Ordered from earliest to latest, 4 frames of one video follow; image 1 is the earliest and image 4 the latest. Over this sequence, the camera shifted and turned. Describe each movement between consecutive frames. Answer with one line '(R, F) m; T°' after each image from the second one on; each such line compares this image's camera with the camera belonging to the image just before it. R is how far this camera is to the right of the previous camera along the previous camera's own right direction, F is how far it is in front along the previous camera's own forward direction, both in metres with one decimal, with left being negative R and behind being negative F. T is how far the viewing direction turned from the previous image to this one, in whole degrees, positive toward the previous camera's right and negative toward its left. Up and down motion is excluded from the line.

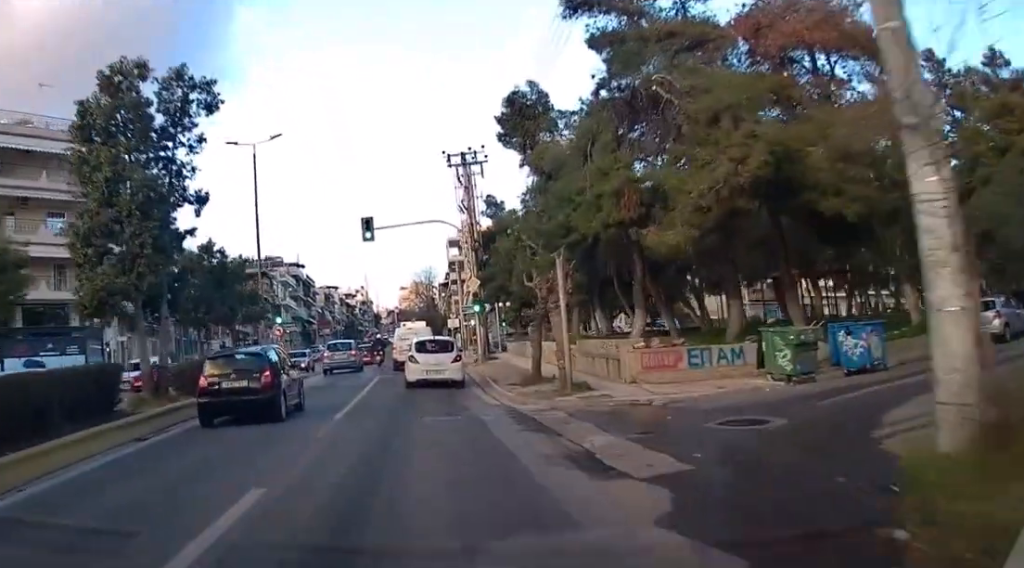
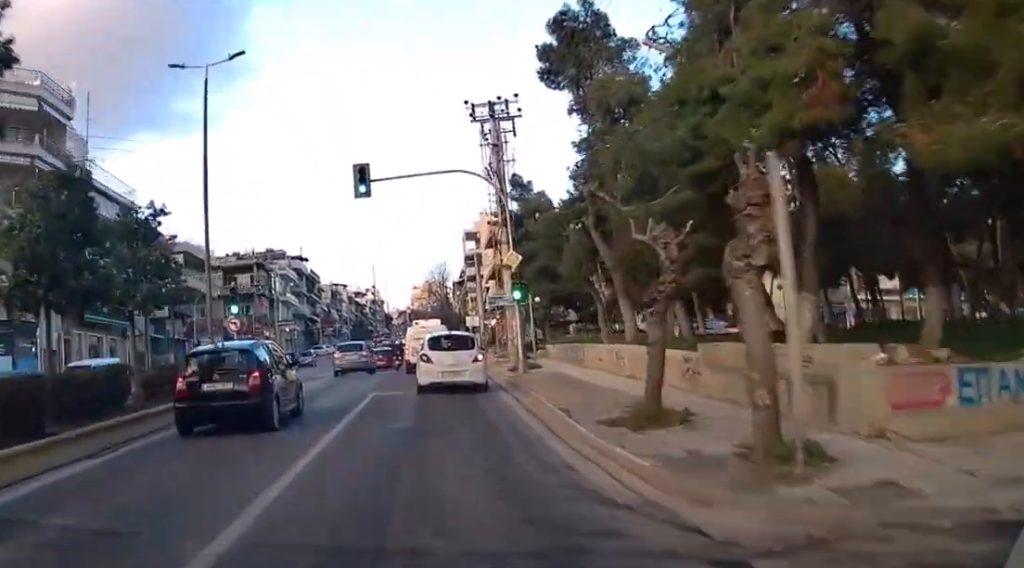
(-0.1, +10.4) m; 0°
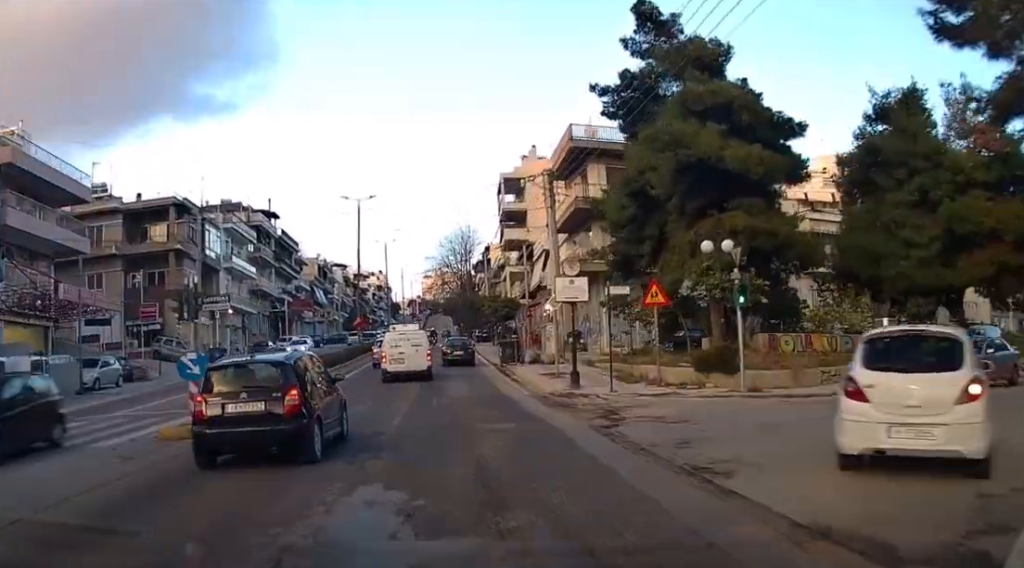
(-0.1, +34.9) m; -1°
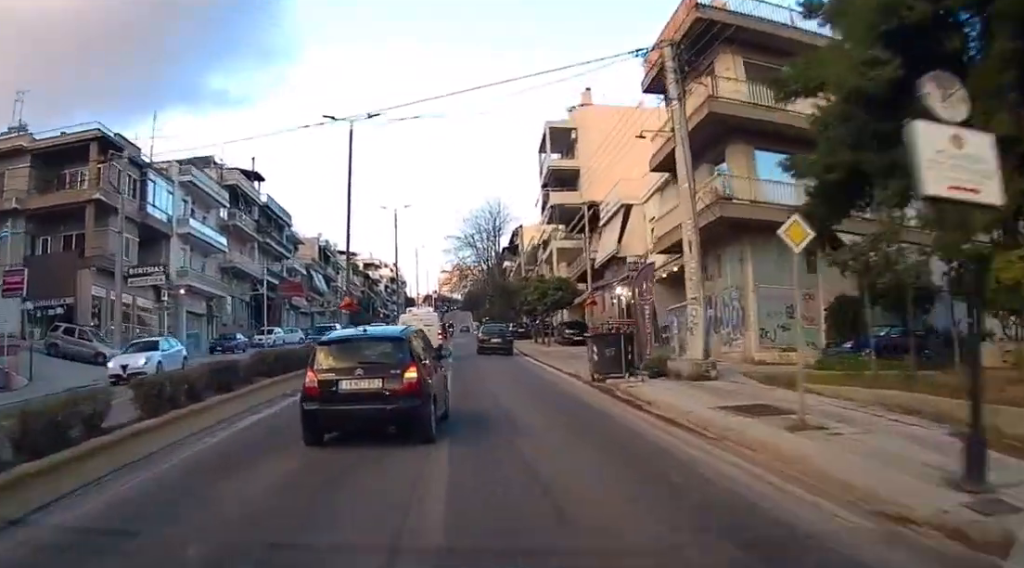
(-0.2, +15.6) m; -1°
